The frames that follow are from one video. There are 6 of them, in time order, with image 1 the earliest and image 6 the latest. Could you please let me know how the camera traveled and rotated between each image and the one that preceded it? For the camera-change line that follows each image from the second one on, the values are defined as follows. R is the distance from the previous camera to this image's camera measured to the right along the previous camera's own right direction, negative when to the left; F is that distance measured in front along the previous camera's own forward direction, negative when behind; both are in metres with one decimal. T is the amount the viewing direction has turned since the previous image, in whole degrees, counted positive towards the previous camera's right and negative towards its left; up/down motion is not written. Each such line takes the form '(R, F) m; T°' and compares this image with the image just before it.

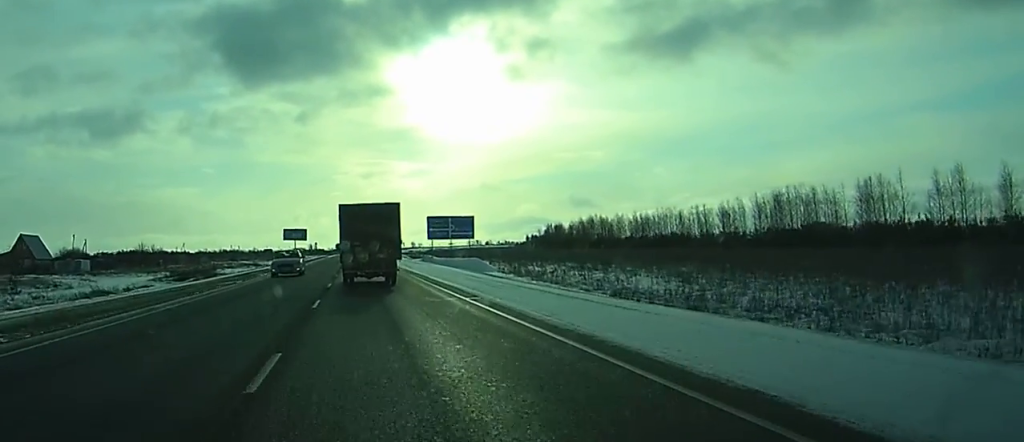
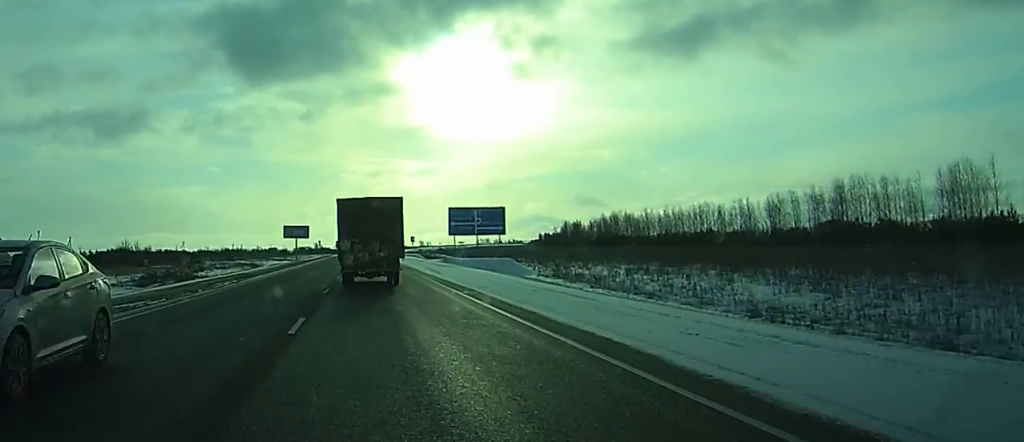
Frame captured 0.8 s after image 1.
(0.0, +19.2) m; 0°
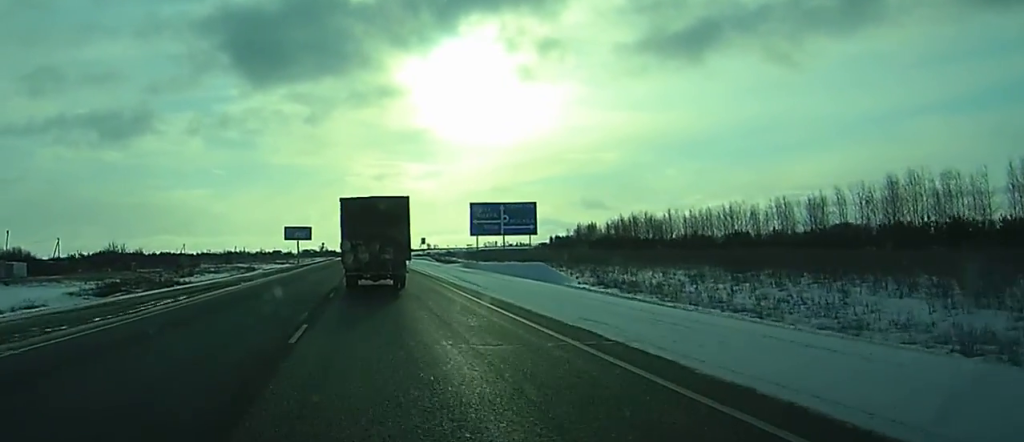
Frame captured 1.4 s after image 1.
(+0.1, +13.5) m; 0°
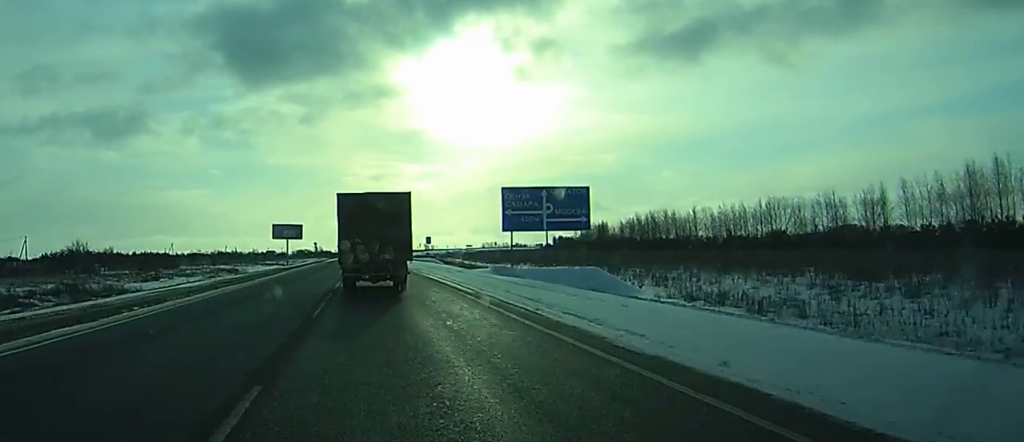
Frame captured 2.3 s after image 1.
(0.0, +19.2) m; 0°
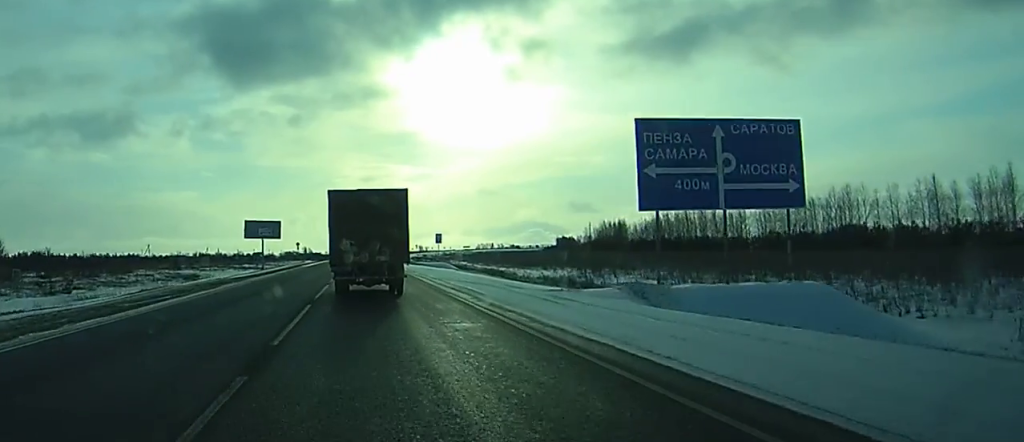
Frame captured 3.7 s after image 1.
(-0.3, +30.2) m; -1°
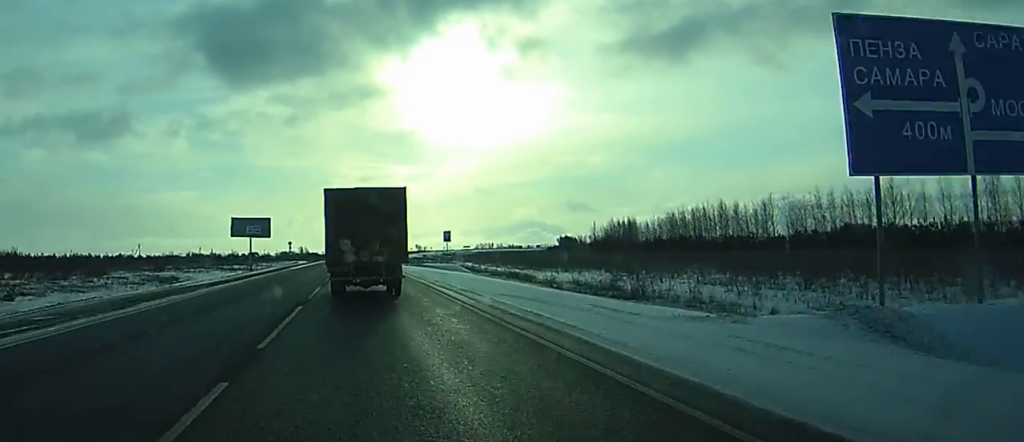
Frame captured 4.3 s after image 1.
(-0.1, +12.7) m; 0°
